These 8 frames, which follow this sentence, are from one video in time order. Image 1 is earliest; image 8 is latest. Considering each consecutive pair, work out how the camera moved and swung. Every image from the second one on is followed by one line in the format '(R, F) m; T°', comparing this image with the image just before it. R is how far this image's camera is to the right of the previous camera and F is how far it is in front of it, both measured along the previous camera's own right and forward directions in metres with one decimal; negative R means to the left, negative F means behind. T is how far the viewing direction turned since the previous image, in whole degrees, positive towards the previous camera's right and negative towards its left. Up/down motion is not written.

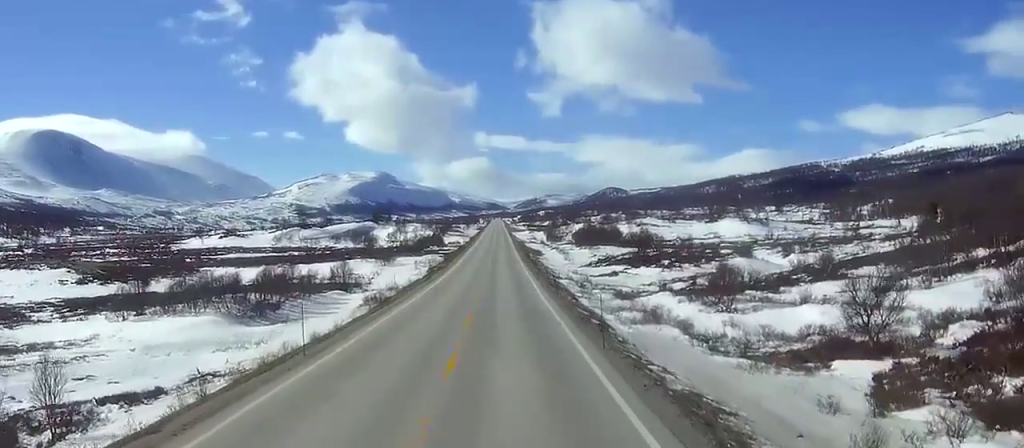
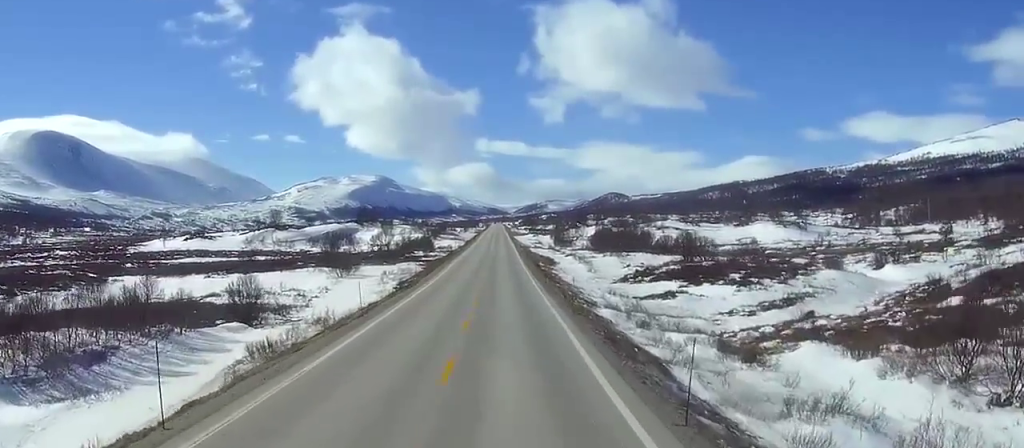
(+0.2, +35.9) m; 0°
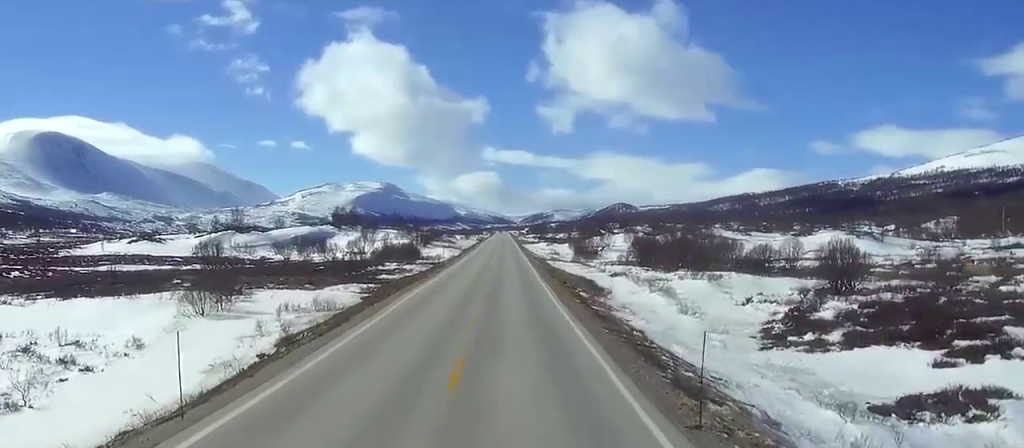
(-0.9, +47.6) m; -2°
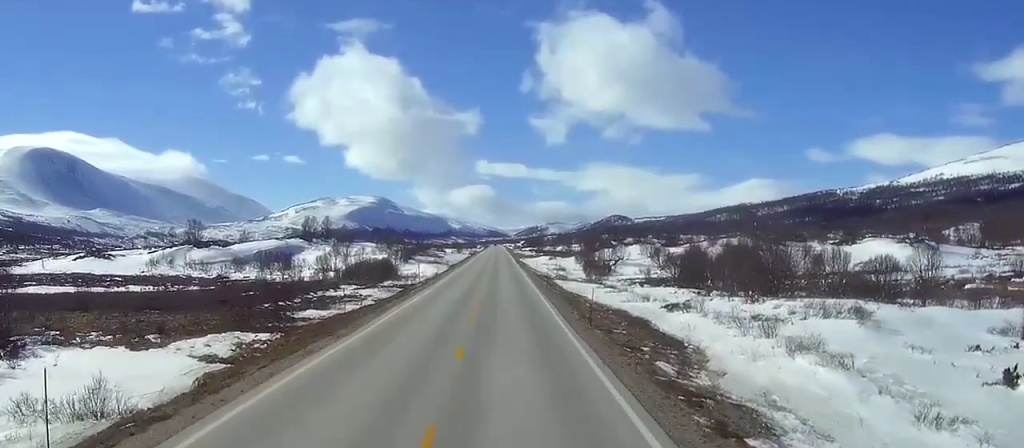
(+0.1, +29.6) m; 0°
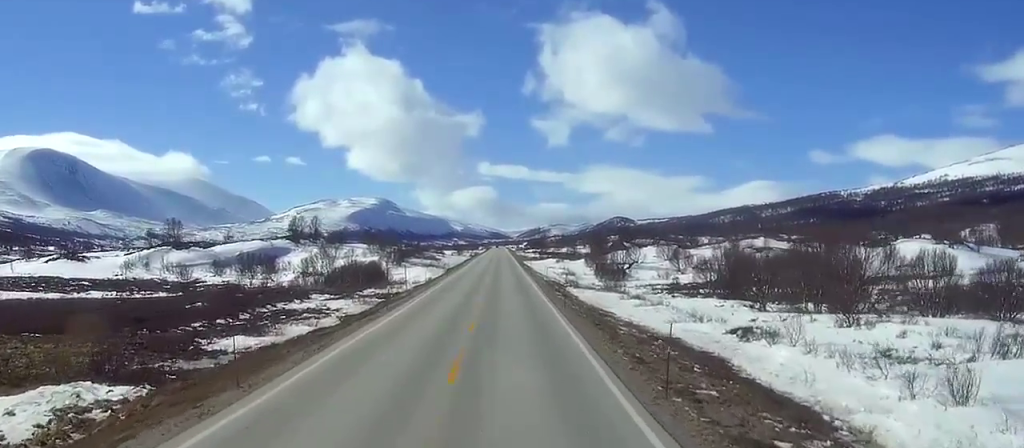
(0.0, +15.0) m; 0°
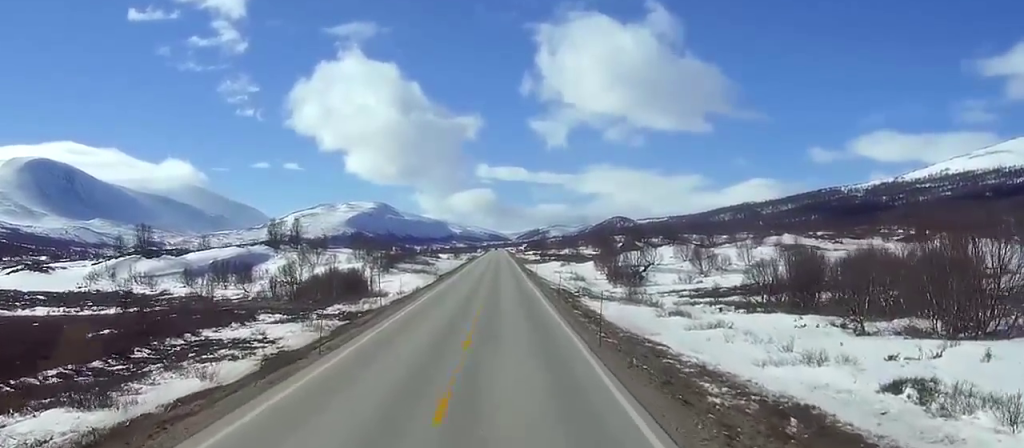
(0.0, +16.3) m; 0°
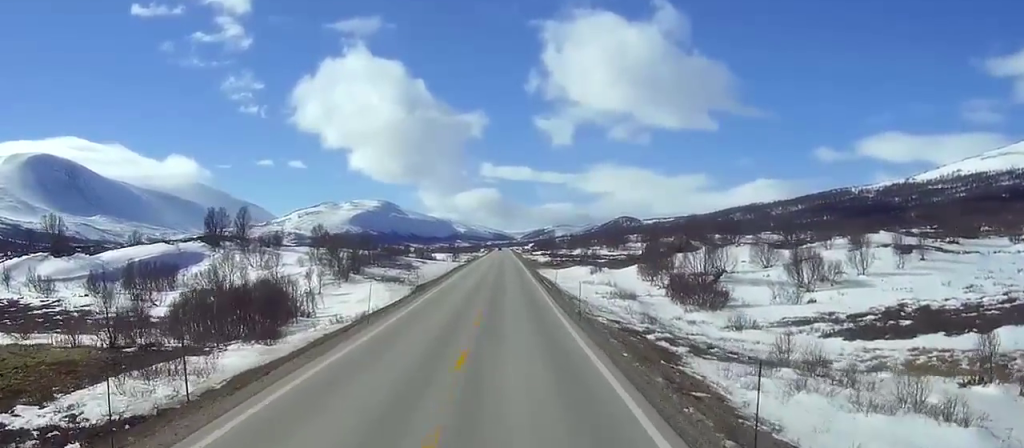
(-0.1, +40.6) m; 0°
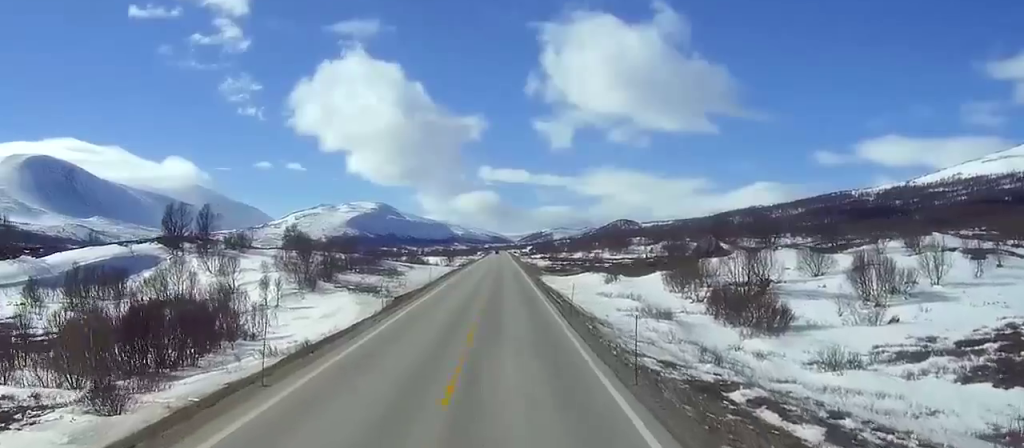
(0.0, +16.9) m; 0°
